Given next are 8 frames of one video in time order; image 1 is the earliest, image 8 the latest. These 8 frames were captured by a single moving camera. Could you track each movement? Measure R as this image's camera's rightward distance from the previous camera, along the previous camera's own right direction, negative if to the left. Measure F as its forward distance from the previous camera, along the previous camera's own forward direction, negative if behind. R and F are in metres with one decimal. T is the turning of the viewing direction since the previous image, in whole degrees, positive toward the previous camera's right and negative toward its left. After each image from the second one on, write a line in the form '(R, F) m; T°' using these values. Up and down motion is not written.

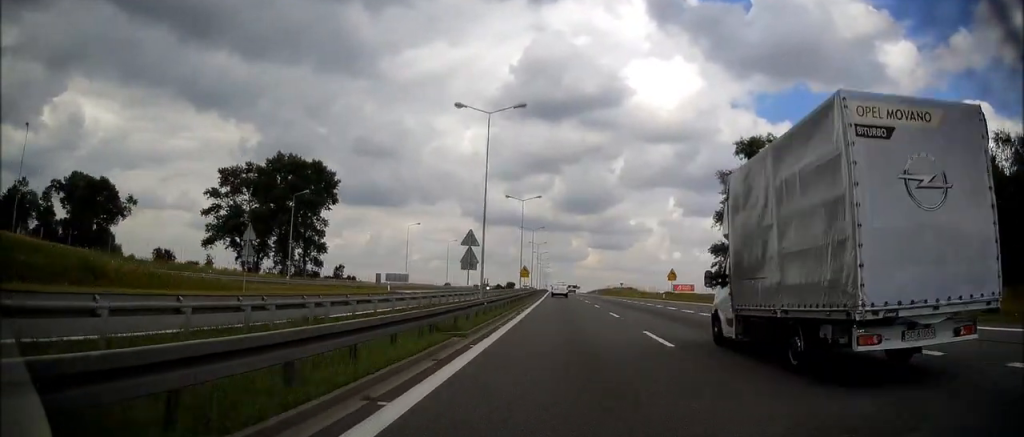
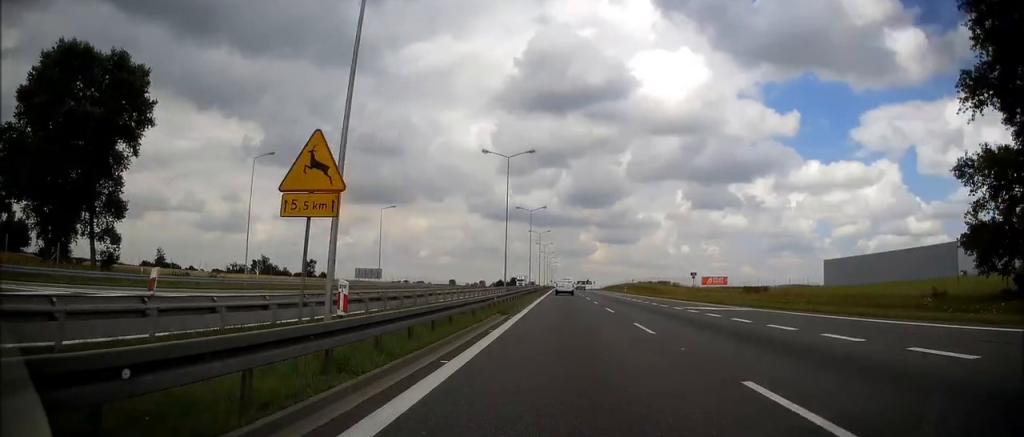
(-0.1, +55.6) m; 0°
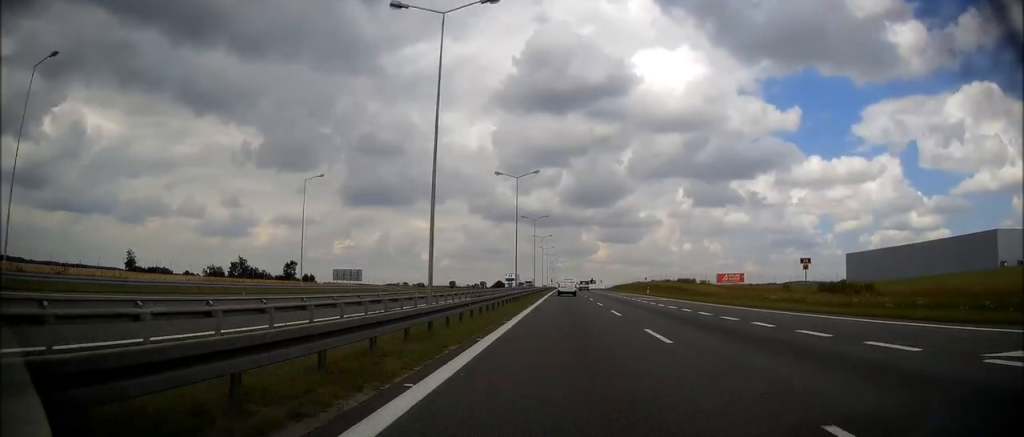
(0.0, +26.3) m; 0°
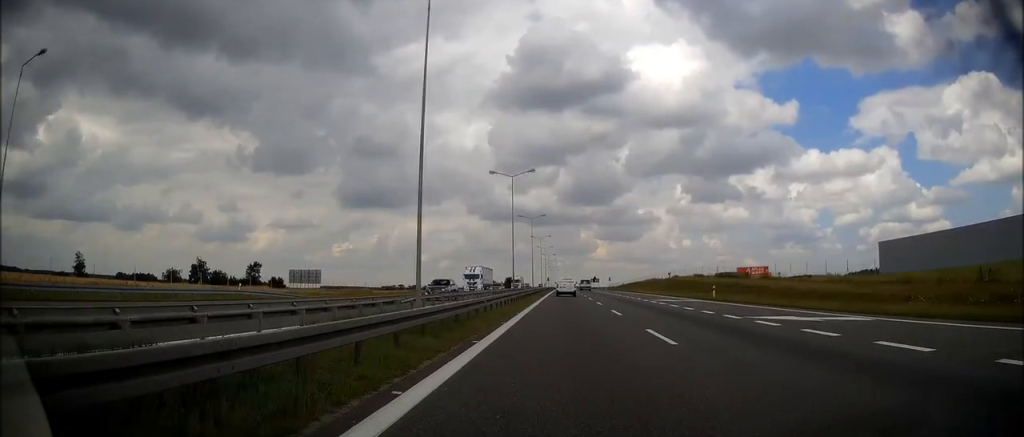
(-0.4, +36.7) m; -1°
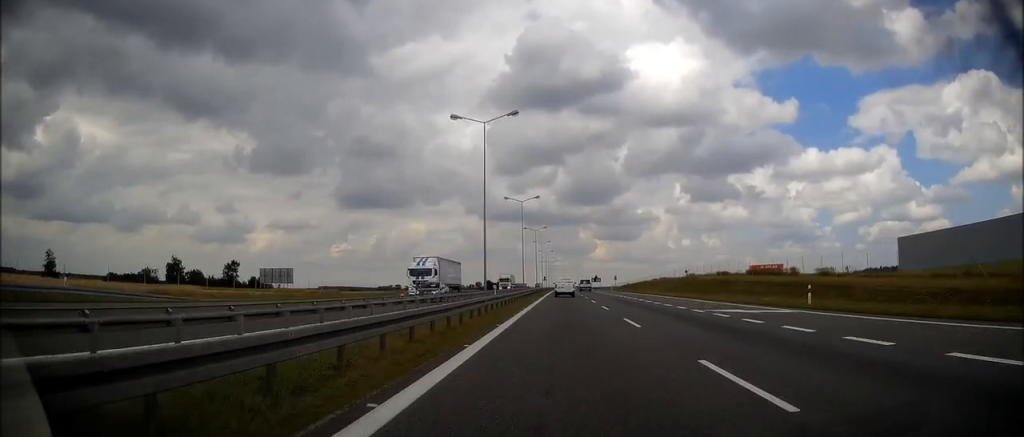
(-0.2, +18.8) m; 0°
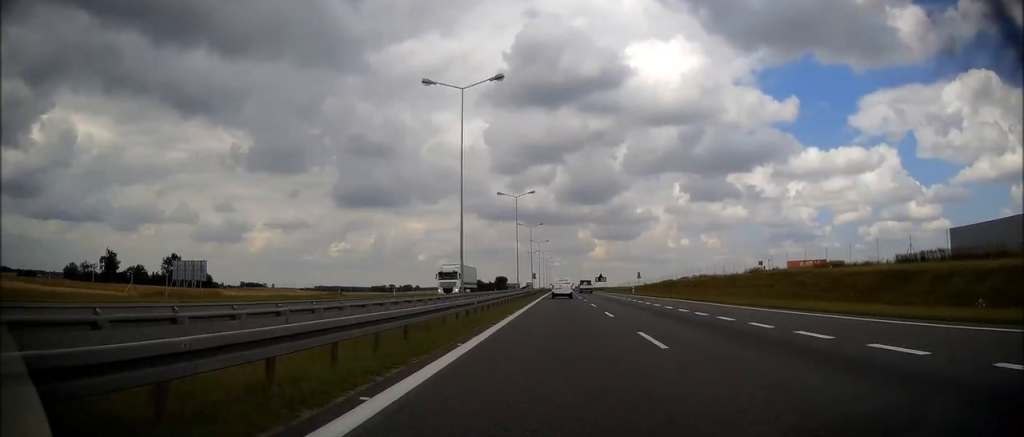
(+0.6, +42.0) m; +1°
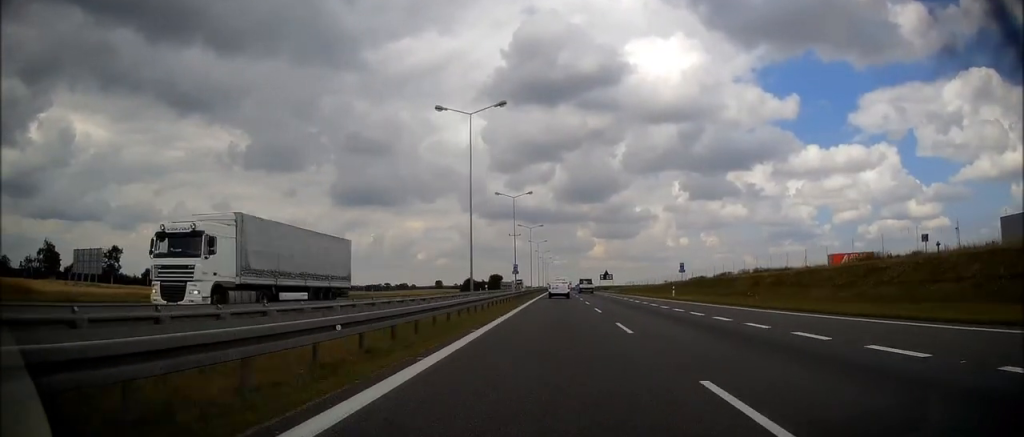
(-0.1, +32.5) m; 0°
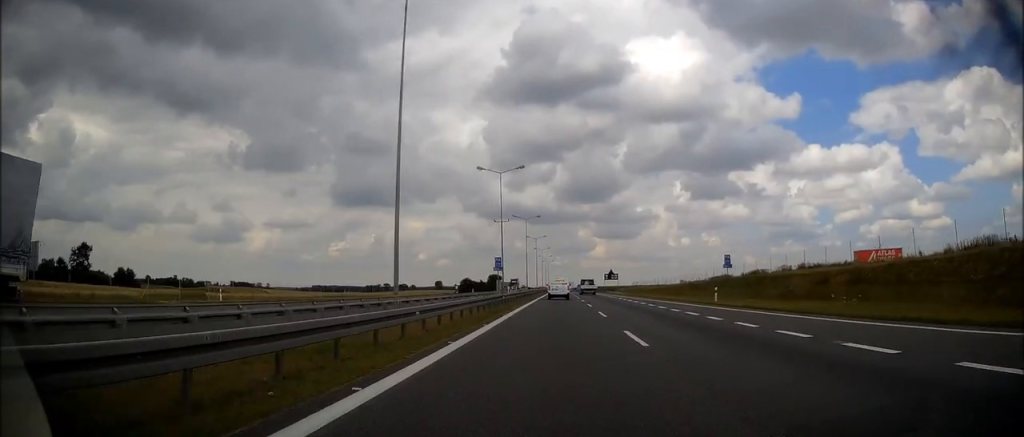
(0.0, +15.1) m; 0°
